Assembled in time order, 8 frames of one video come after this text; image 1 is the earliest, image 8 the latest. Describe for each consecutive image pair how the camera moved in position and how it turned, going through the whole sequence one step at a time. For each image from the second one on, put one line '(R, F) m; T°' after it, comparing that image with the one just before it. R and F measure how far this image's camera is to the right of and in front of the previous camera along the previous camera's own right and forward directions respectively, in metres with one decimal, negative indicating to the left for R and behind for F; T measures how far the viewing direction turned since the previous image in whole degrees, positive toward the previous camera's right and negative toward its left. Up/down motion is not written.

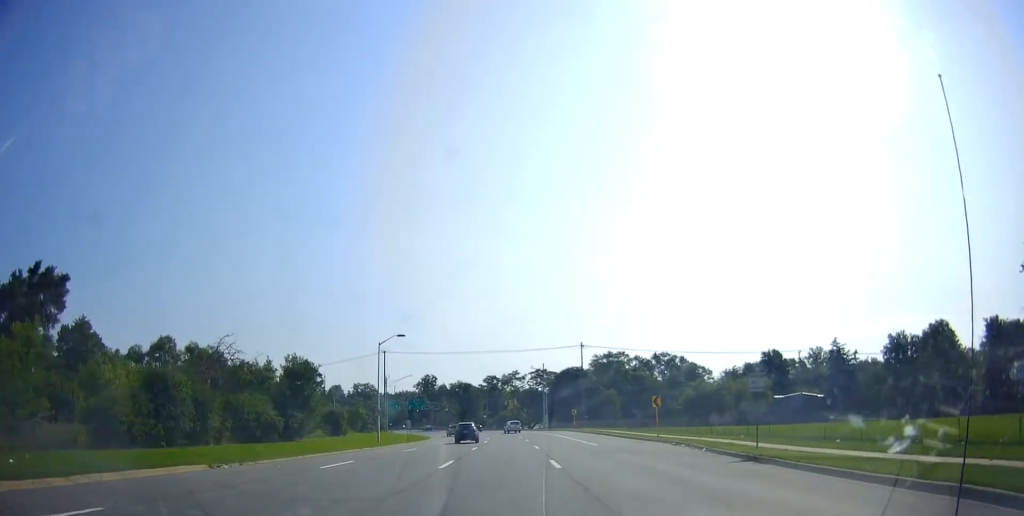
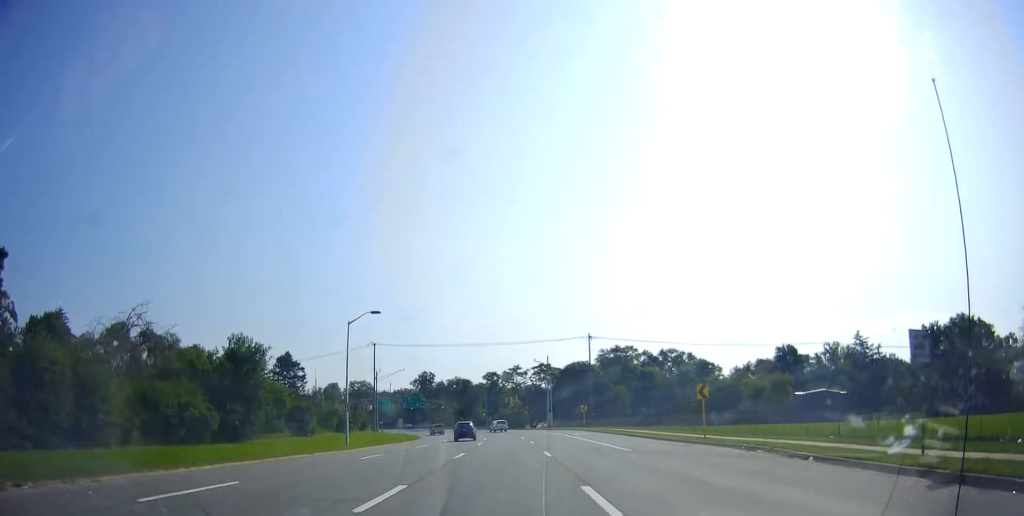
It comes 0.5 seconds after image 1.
(+0.1, +10.2) m; -1°
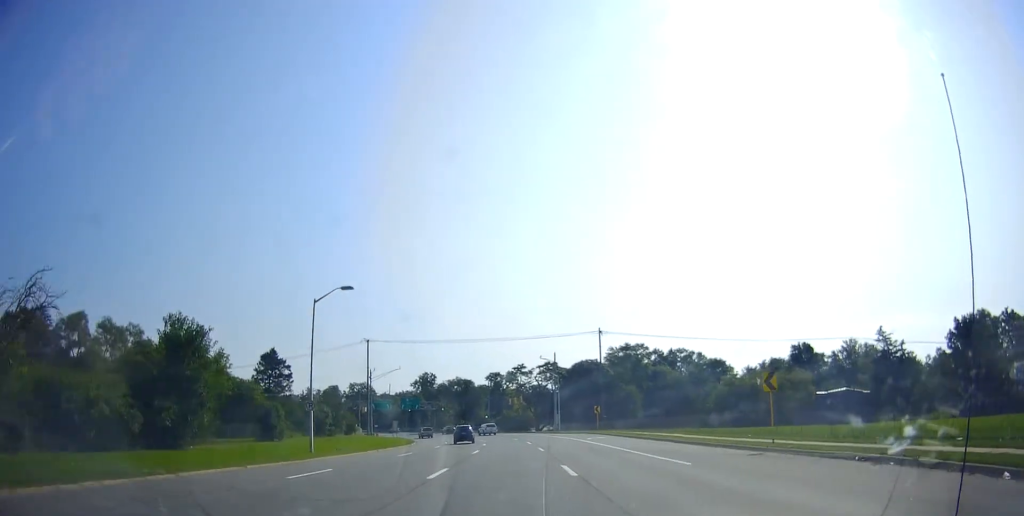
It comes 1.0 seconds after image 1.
(0.0, +8.3) m; 0°
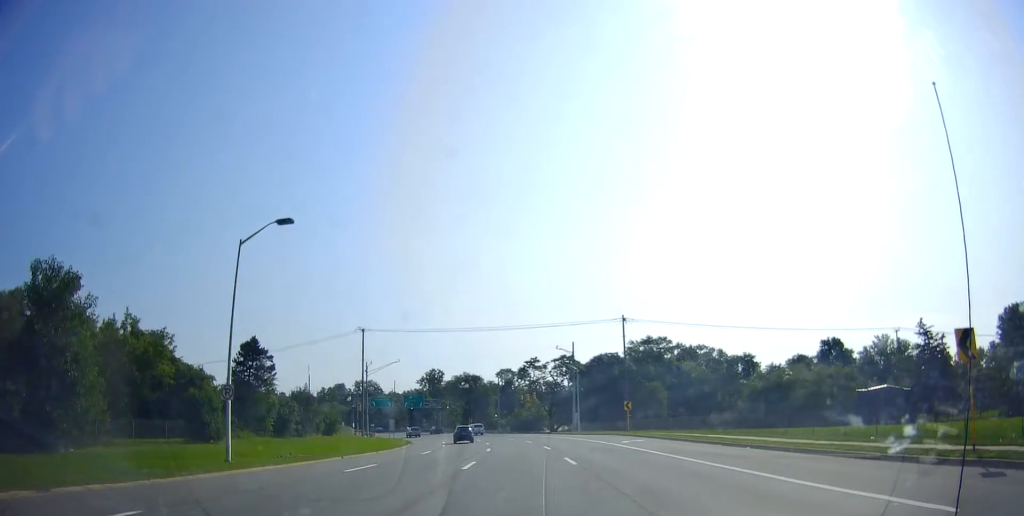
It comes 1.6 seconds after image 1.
(-0.3, +11.5) m; 0°
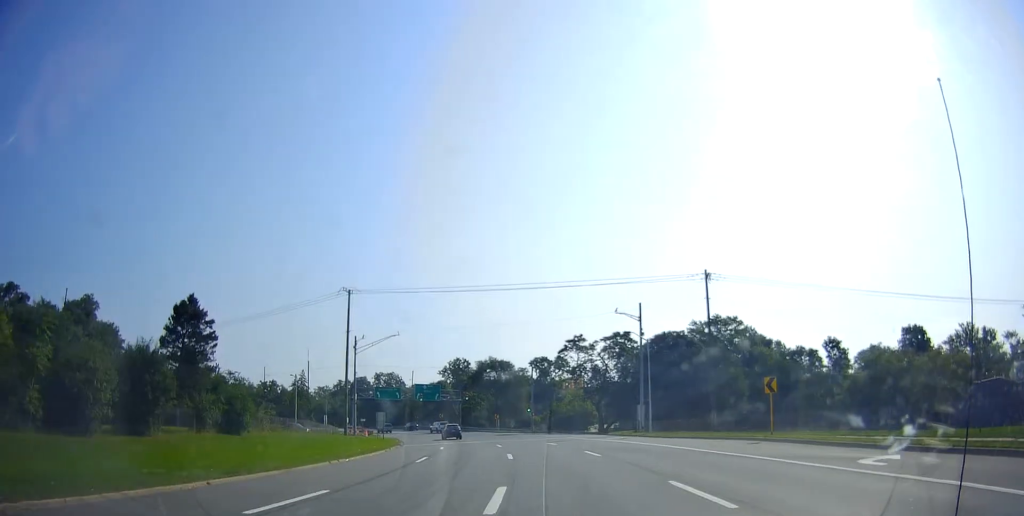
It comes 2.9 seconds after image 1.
(+0.3, +25.5) m; -2°
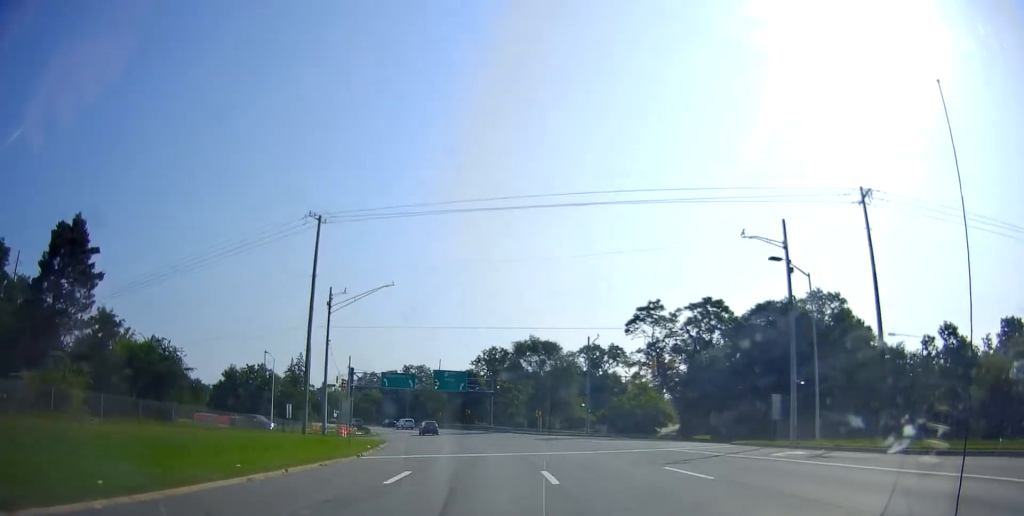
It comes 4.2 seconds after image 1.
(-1.7, +24.9) m; -6°
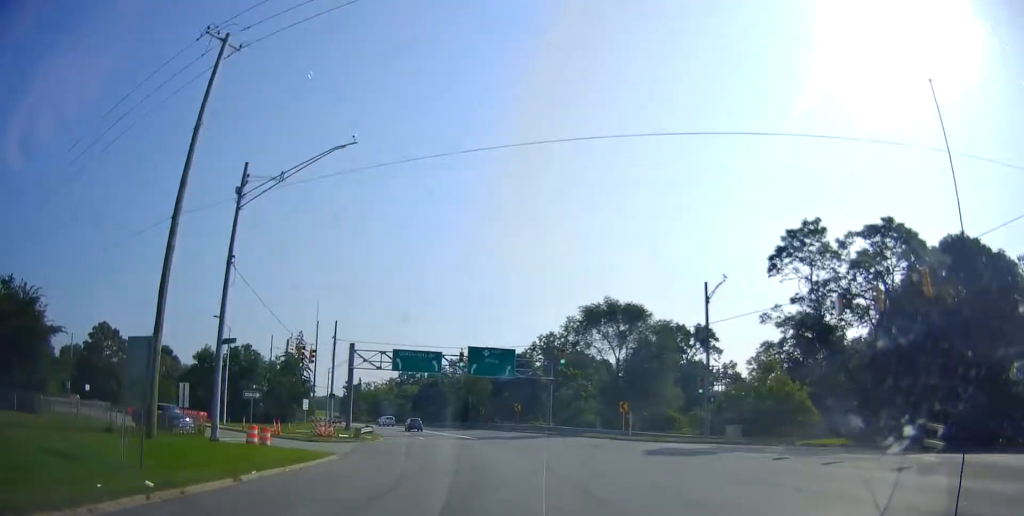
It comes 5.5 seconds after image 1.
(-1.1, +25.9) m; -3°
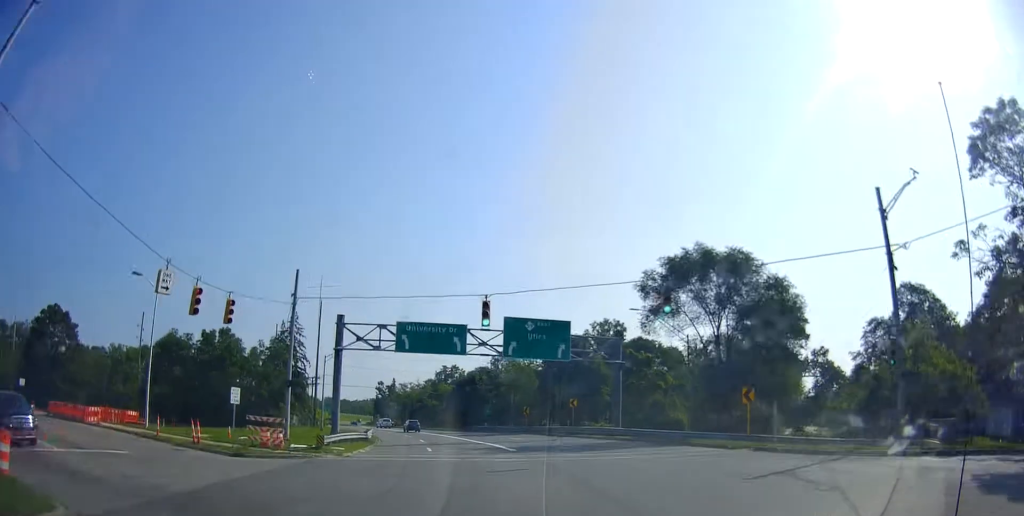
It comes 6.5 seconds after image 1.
(0.0, +18.3) m; -3°
